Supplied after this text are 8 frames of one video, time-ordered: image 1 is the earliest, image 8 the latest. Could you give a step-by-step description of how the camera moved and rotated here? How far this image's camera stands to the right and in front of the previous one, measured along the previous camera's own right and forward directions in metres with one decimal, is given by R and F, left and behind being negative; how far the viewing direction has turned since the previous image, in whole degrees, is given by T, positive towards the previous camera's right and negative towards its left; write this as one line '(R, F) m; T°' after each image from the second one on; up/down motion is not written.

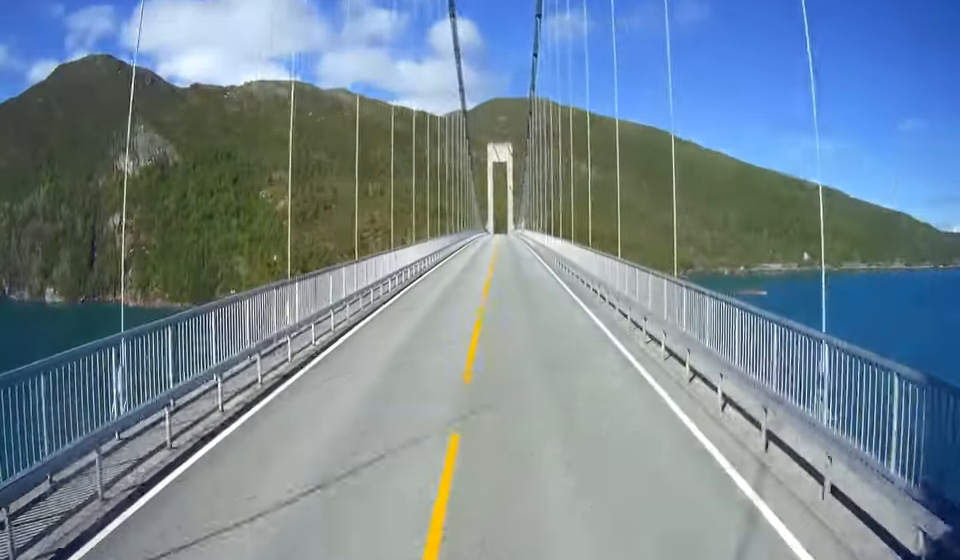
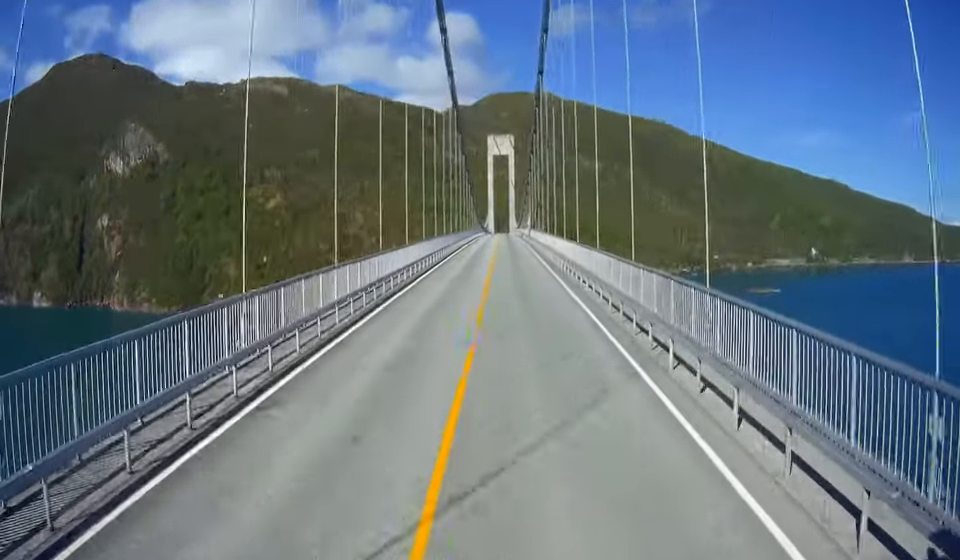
(-0.2, +30.4) m; -1°
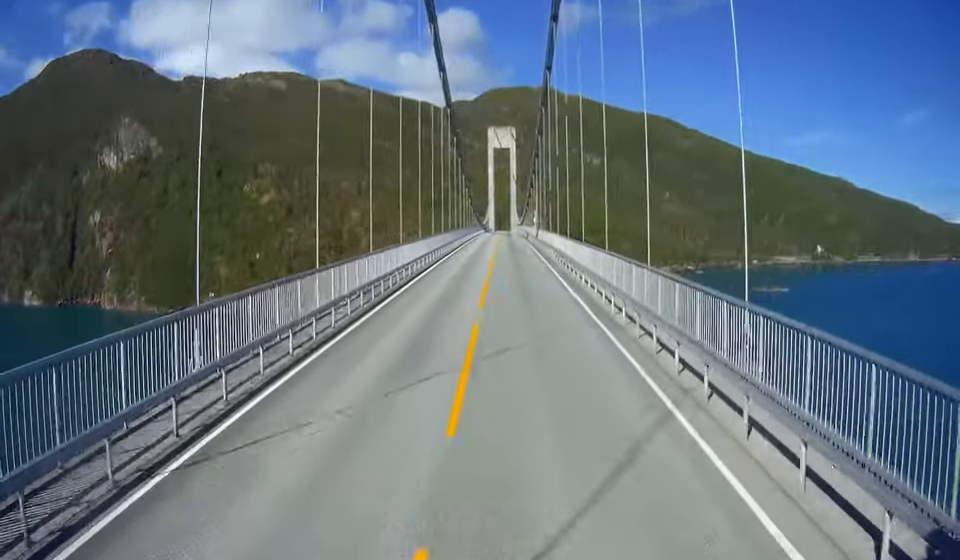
(-0.1, +20.5) m; 0°
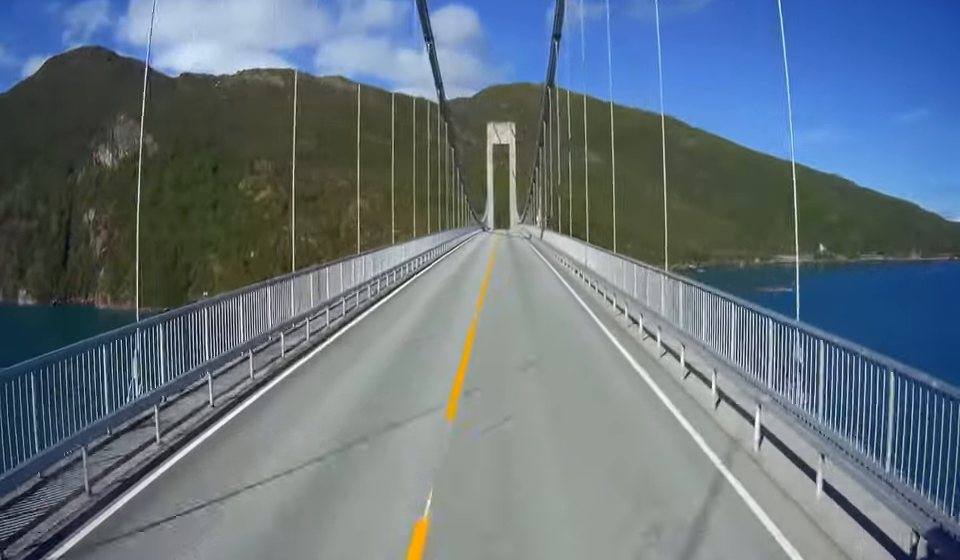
(0.0, +11.3) m; 0°
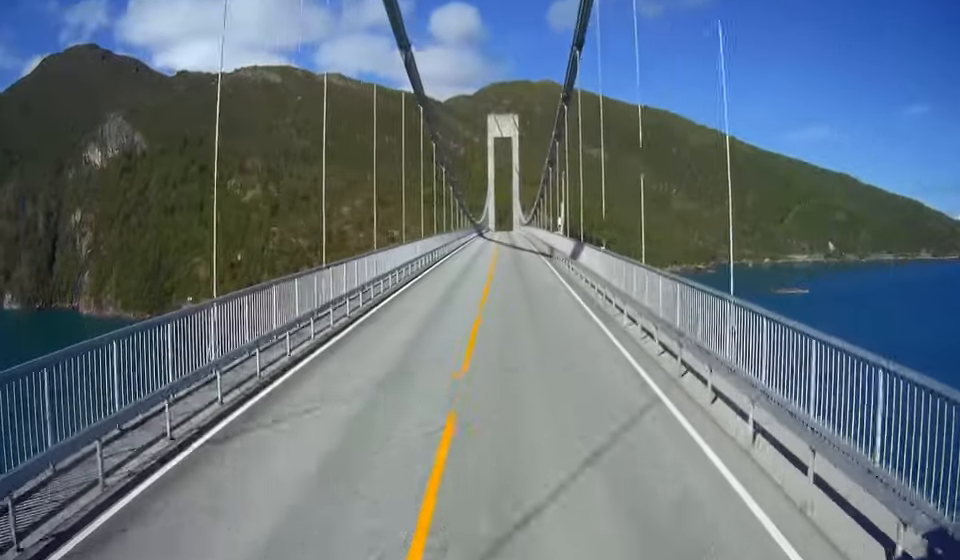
(+0.4, +32.4) m; +1°
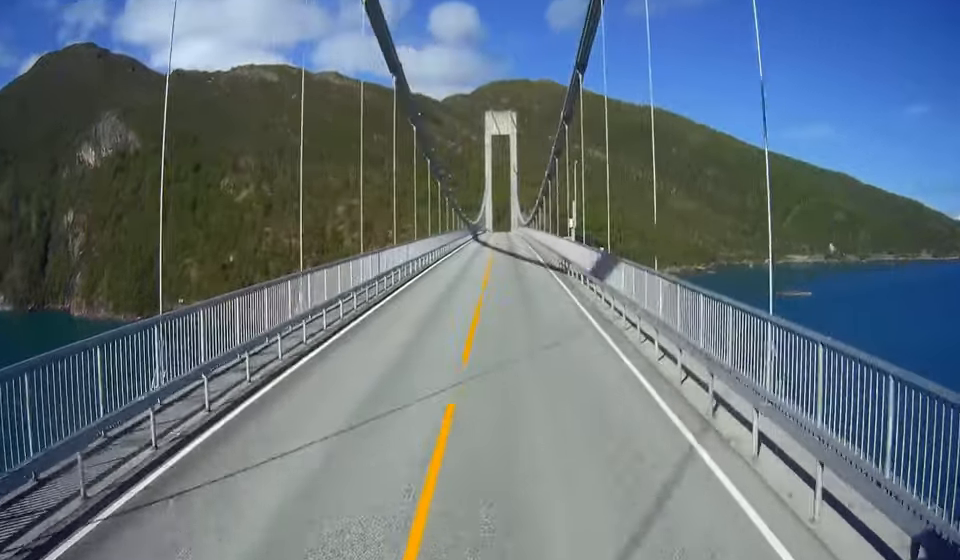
(0.0, +11.3) m; 0°
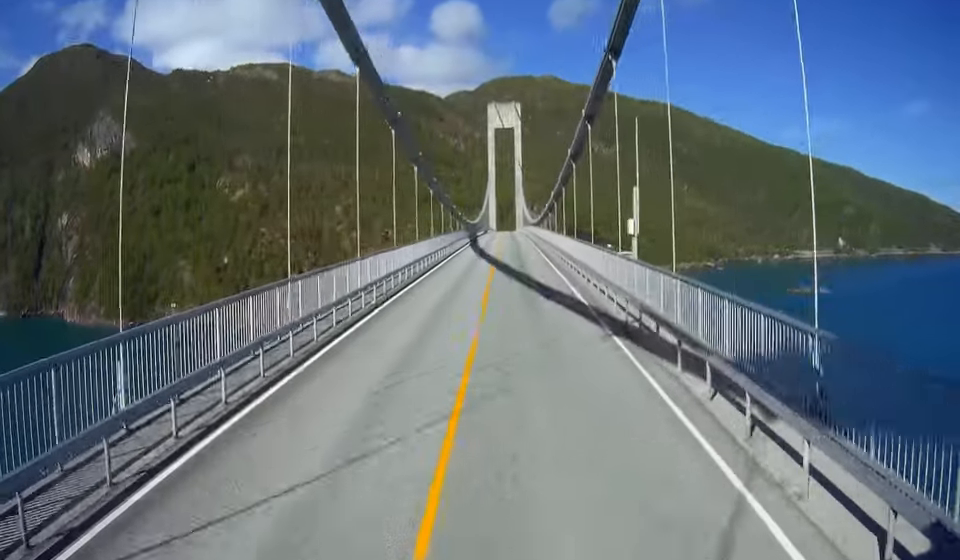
(-0.1, +19.6) m; 0°
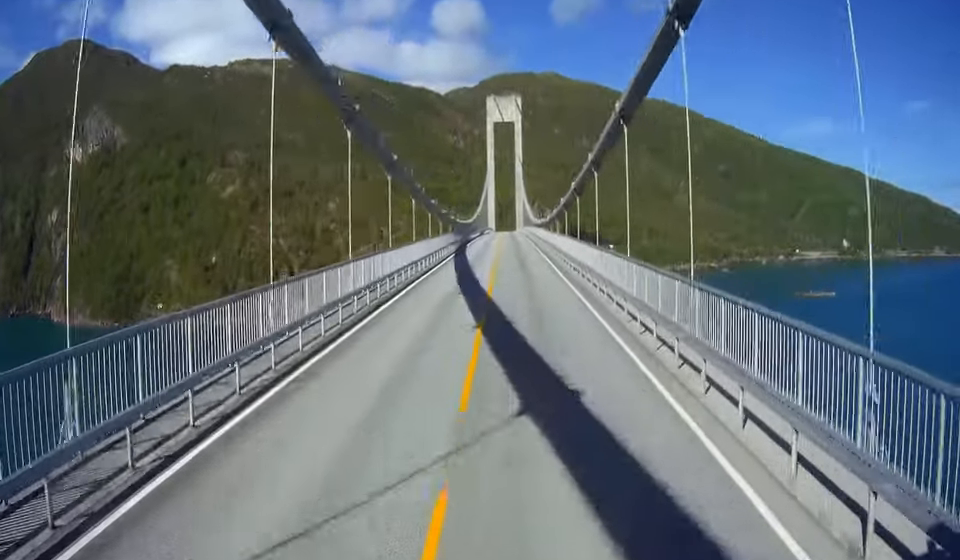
(0.0, +19.6) m; 0°
